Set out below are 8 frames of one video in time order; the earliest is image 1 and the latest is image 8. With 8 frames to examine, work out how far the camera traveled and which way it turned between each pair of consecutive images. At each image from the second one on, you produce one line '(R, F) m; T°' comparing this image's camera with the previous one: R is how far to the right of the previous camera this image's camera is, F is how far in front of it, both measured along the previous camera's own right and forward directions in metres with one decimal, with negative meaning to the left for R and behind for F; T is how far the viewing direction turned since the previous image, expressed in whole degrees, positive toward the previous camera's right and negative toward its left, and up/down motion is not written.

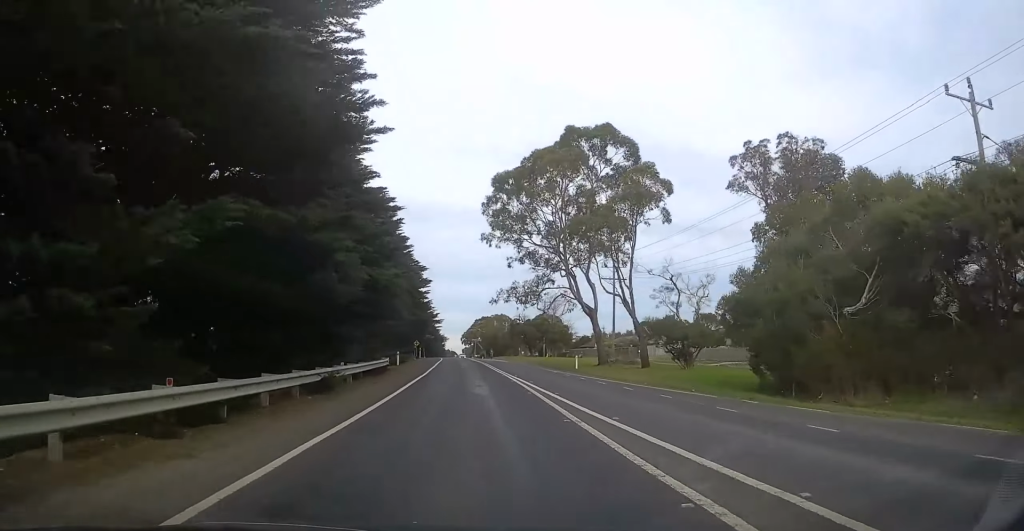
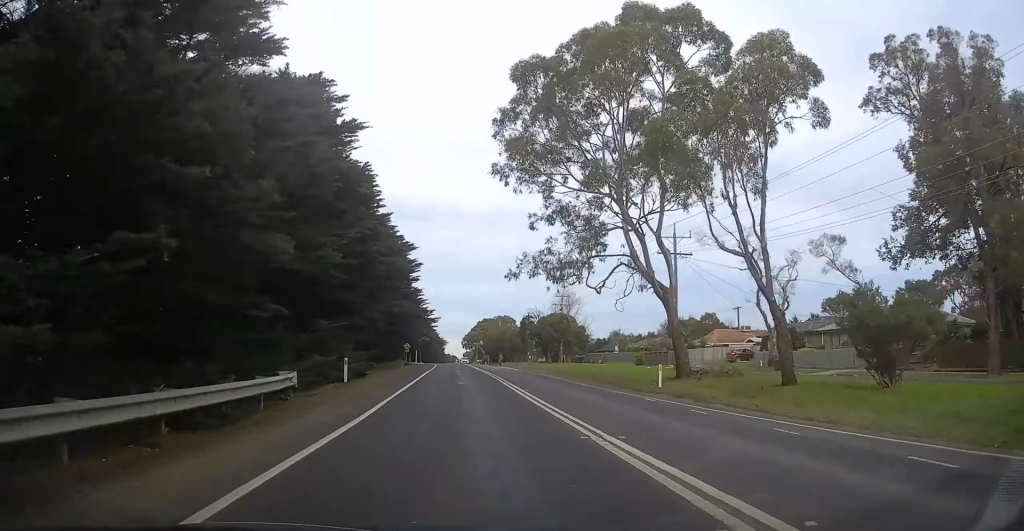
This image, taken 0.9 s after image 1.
(0.0, +19.5) m; 0°
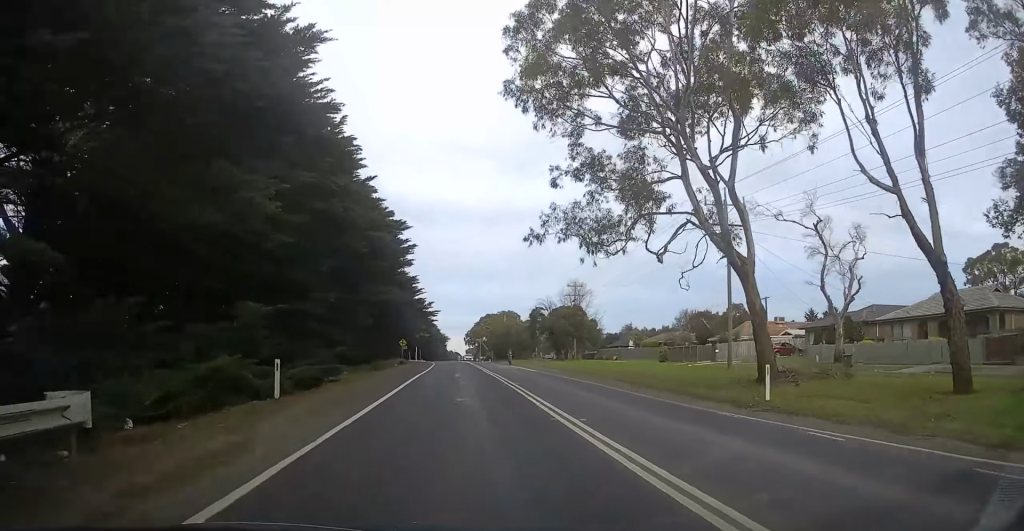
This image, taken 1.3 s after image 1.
(0.0, +10.2) m; 0°
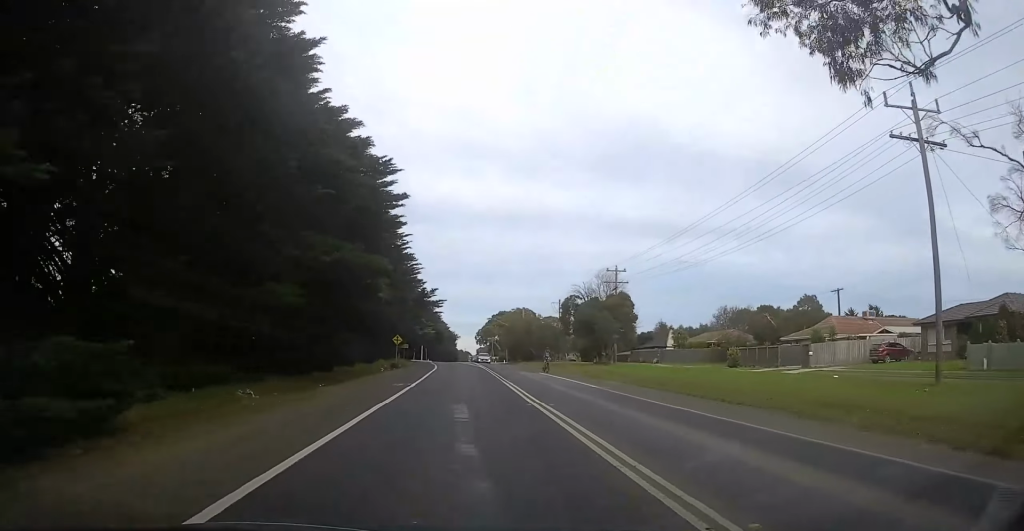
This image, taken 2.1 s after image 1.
(0.0, +18.0) m; 0°
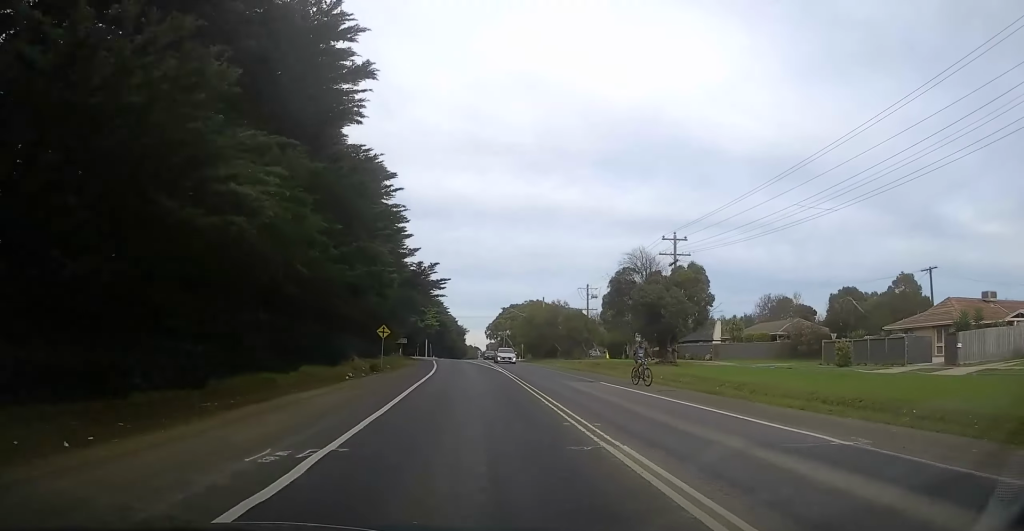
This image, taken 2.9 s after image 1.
(0.0, +17.3) m; -1°
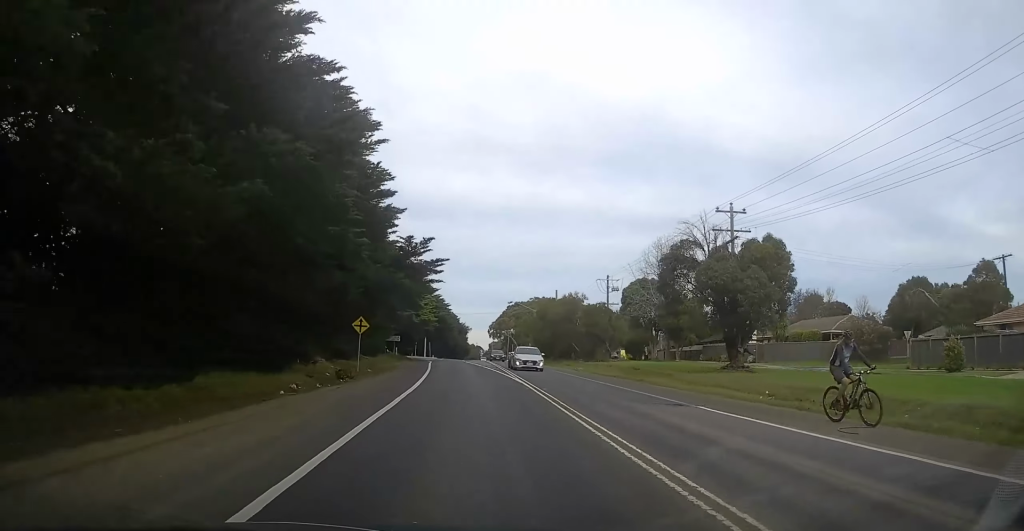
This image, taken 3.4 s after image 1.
(+0.1, +10.8) m; -1°
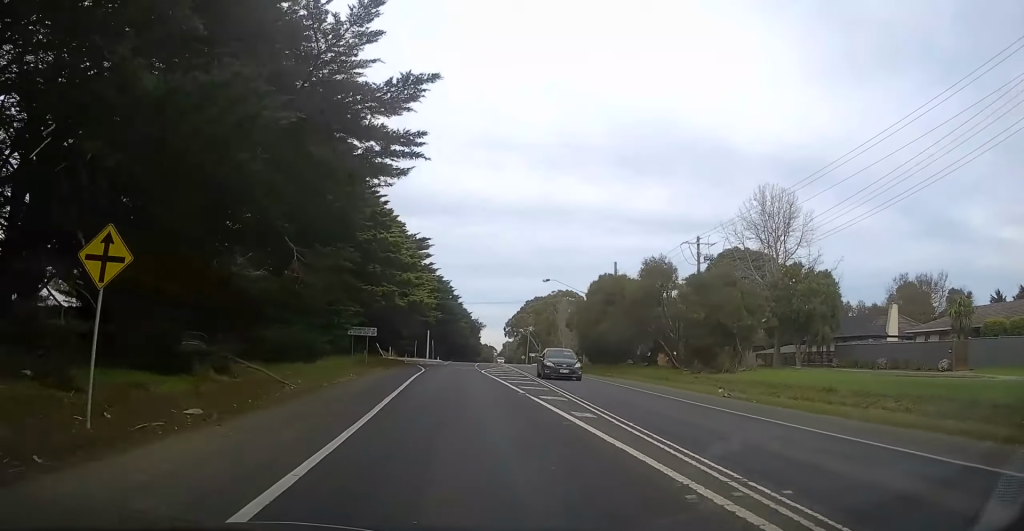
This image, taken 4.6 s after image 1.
(-0.7, +28.3) m; -2°
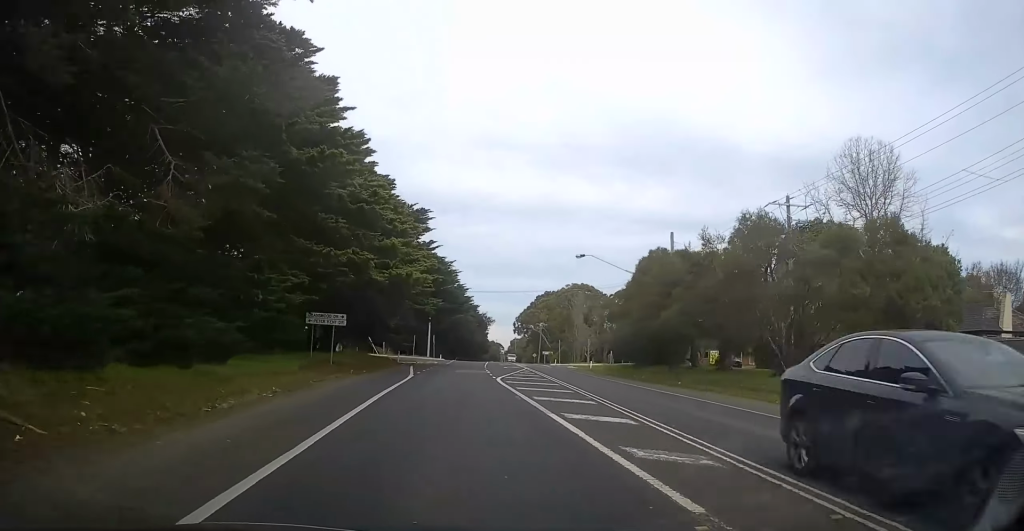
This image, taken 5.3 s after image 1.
(-0.1, +14.3) m; 0°
